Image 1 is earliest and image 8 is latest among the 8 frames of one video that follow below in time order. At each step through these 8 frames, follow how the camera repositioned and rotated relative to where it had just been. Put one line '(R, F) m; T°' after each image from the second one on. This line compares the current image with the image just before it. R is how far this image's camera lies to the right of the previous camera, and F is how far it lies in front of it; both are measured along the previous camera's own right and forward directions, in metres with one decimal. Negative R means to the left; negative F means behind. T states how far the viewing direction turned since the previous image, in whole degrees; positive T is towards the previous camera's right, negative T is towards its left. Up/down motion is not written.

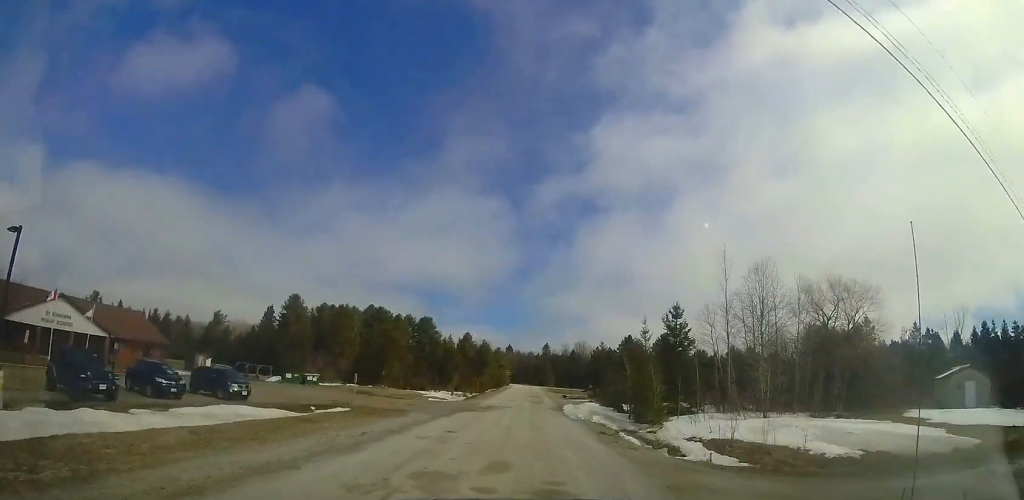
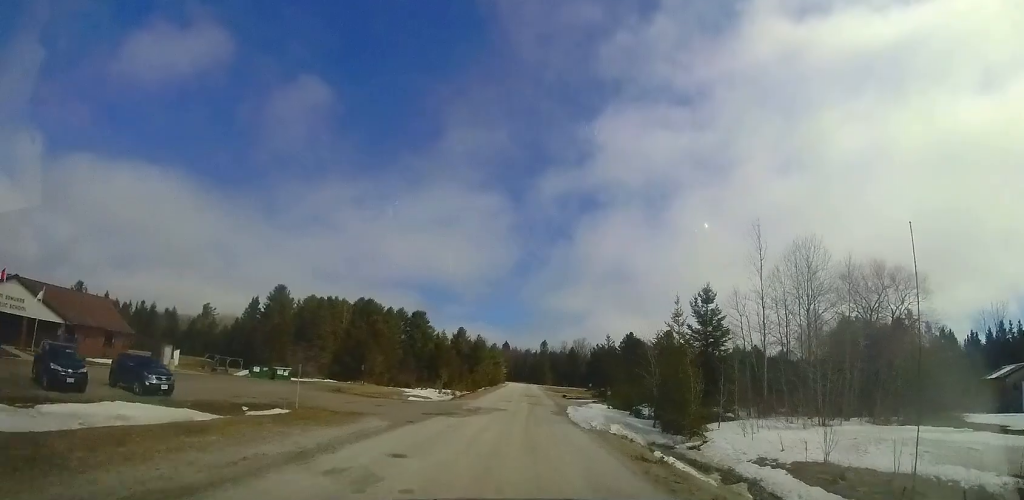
(-0.2, +5.6) m; 0°
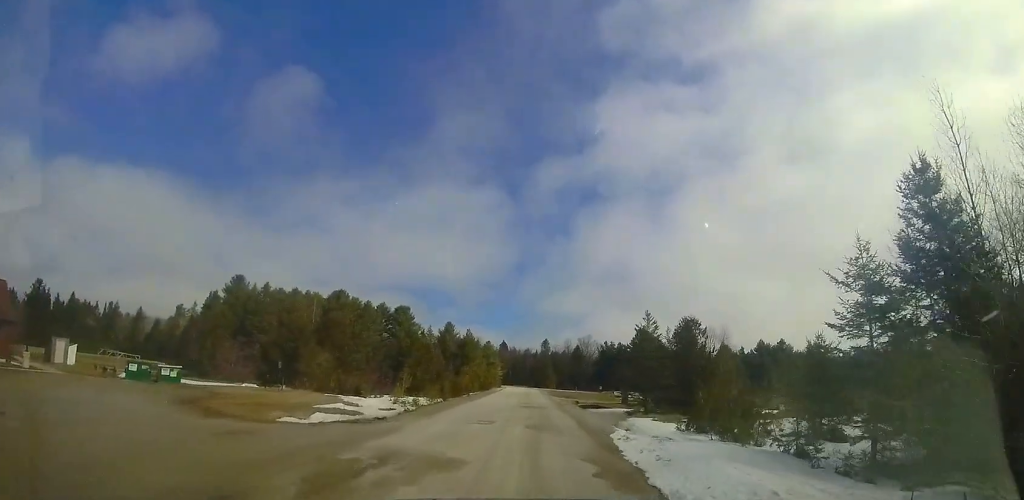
(+0.2, +15.9) m; 0°
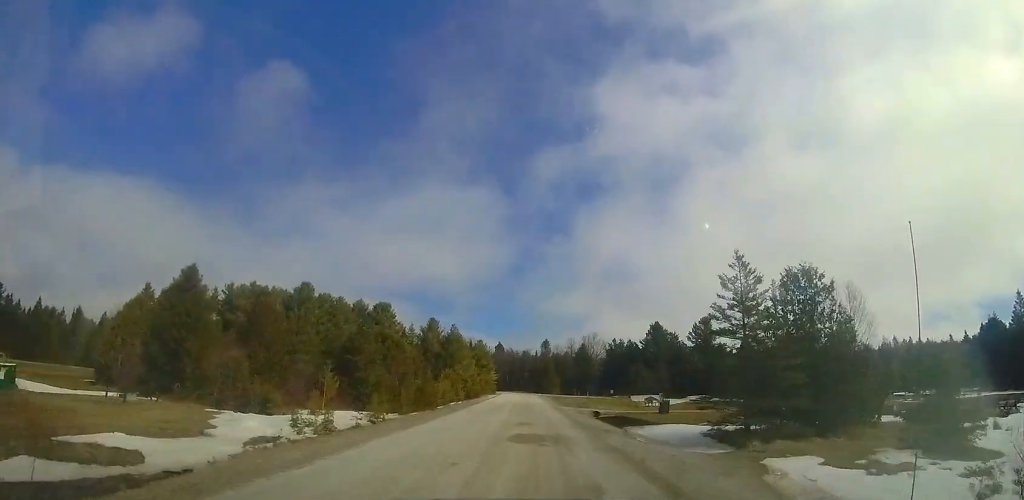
(-0.2, +14.1) m; +1°
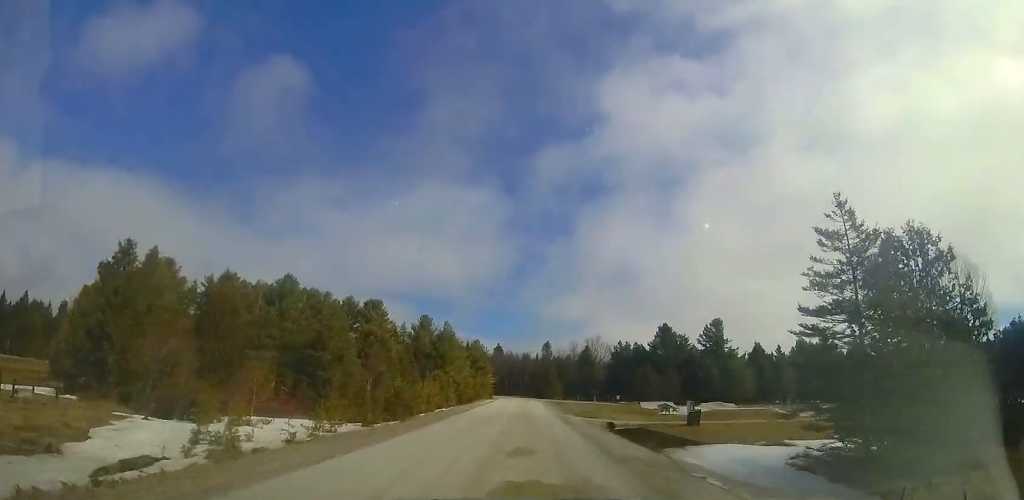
(+0.1, +6.3) m; +1°
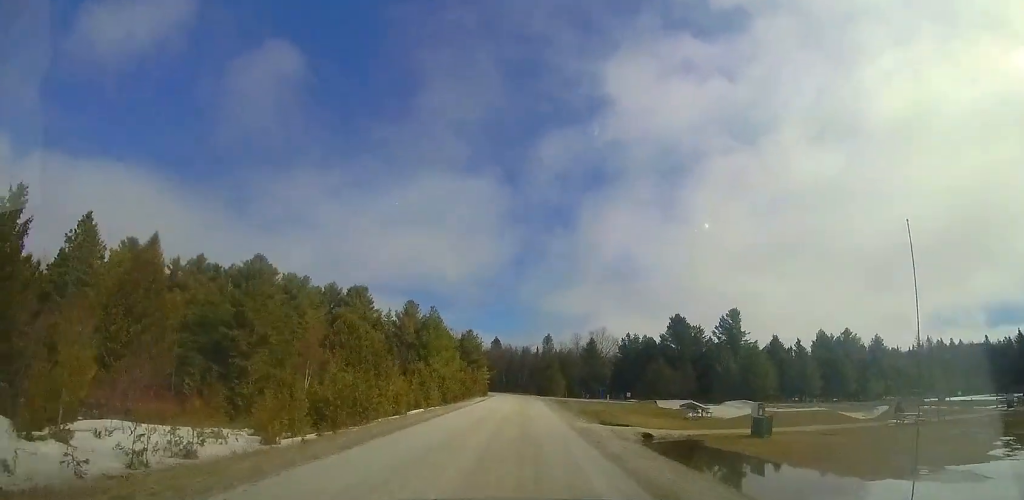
(0.0, +8.5) m; -2°
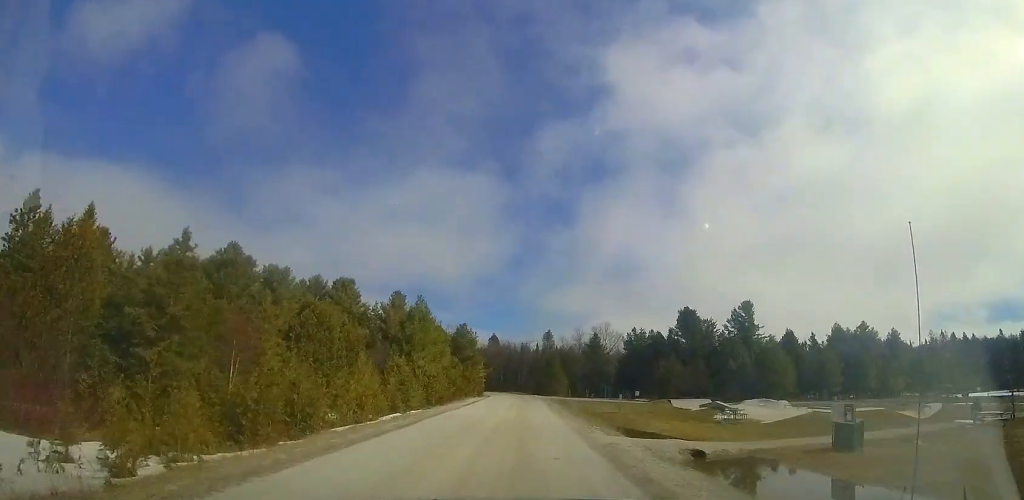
(-0.1, +5.8) m; 0°
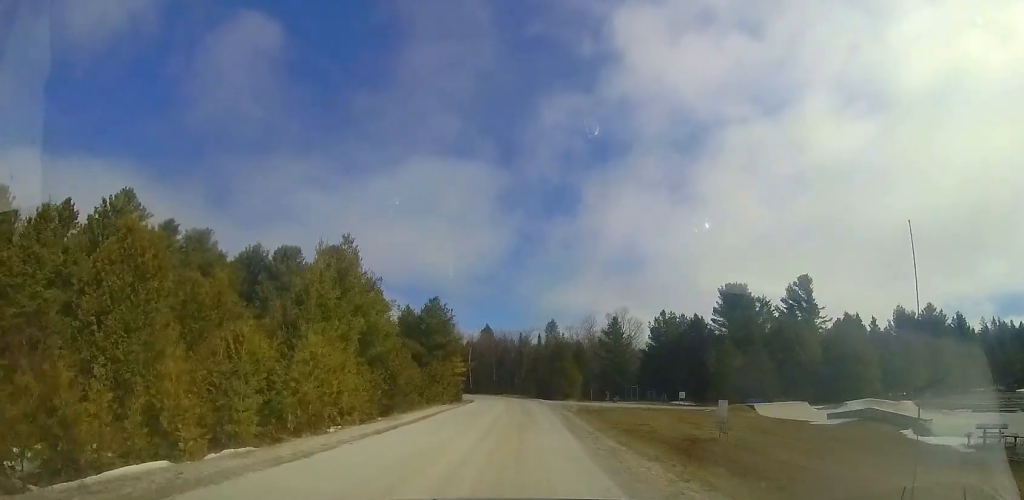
(+0.3, +18.9) m; 0°
